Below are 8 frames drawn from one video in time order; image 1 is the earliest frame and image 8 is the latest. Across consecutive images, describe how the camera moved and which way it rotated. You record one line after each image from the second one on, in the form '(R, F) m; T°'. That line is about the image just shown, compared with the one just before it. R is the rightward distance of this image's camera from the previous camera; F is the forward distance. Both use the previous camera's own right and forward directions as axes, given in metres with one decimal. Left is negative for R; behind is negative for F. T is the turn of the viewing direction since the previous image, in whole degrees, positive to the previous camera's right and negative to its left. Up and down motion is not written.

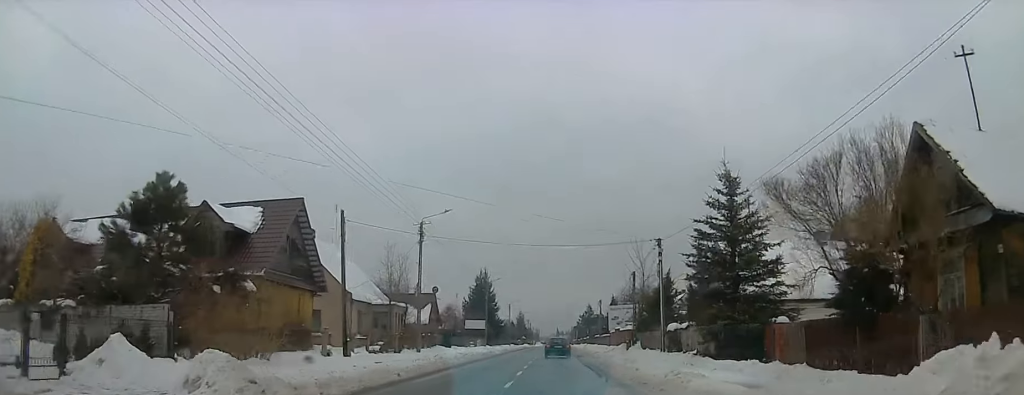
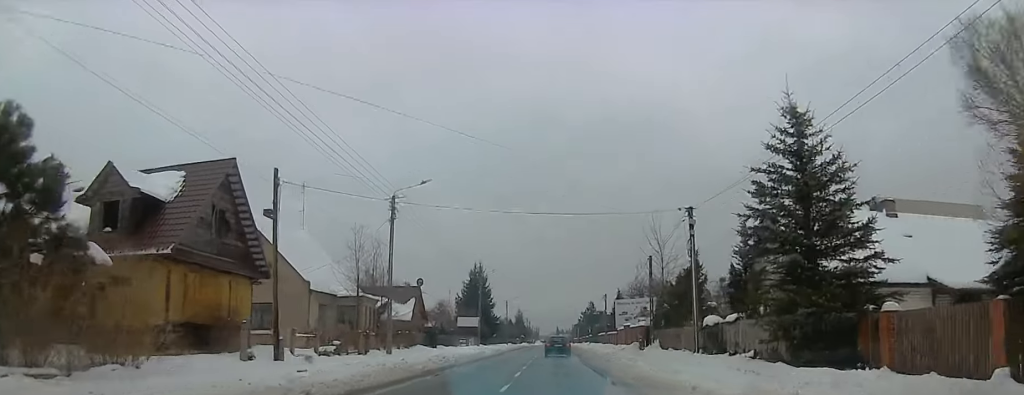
(+0.1, +7.7) m; 0°
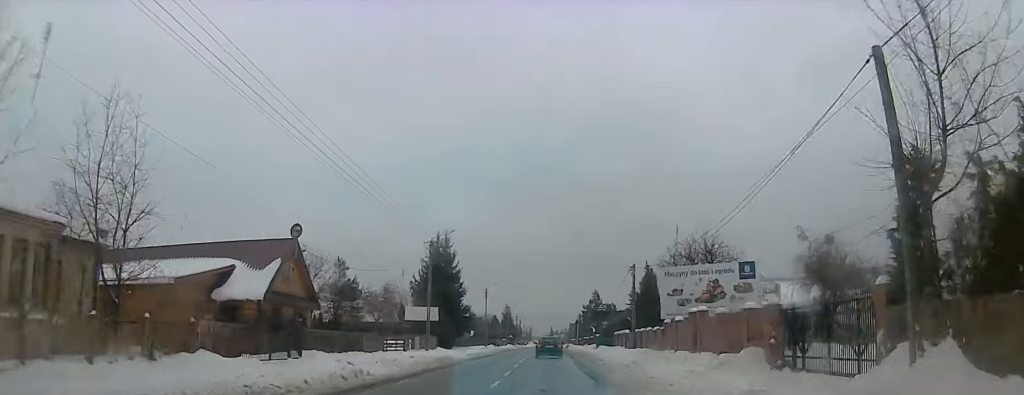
(+0.5, +28.0) m; -1°
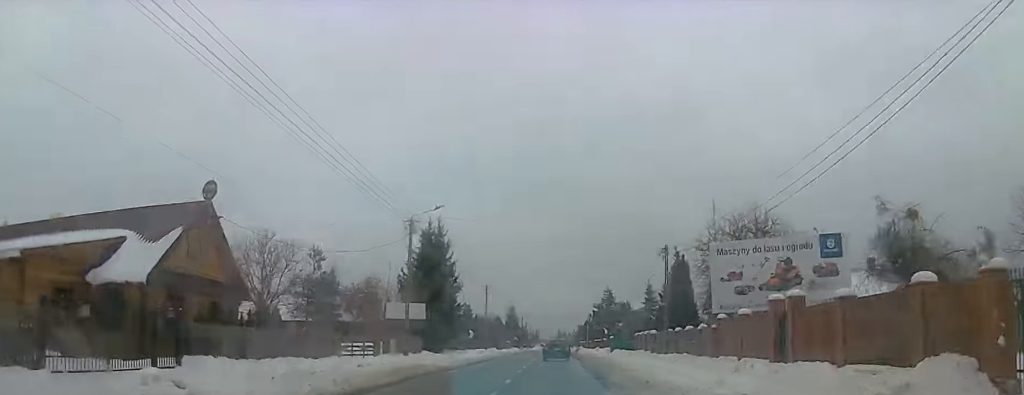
(-0.4, +9.4) m; -3°
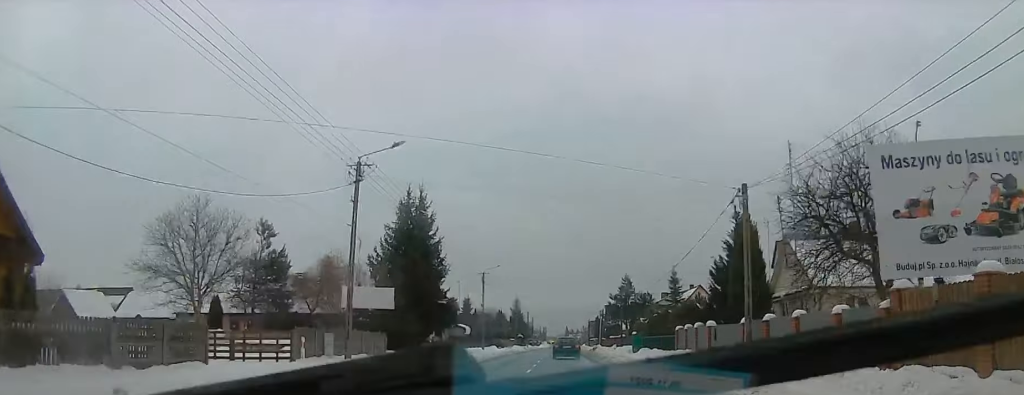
(-0.2, +12.7) m; +4°
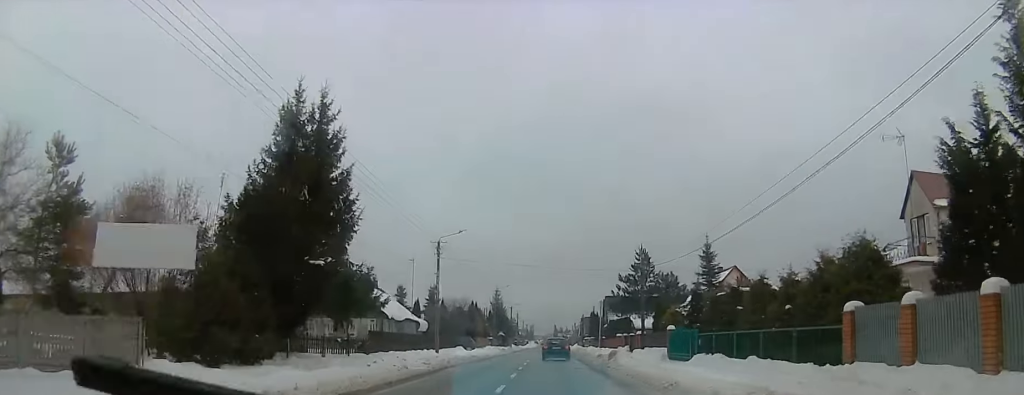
(+0.8, +21.1) m; +1°
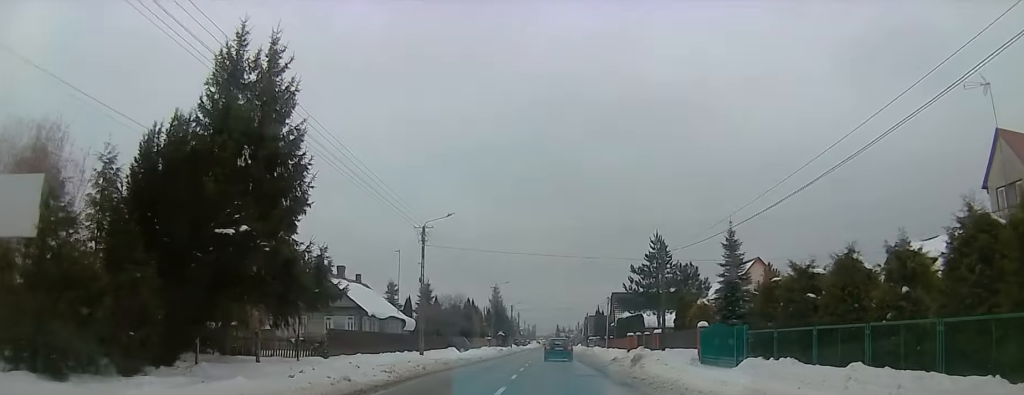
(-0.4, +6.5) m; 0°
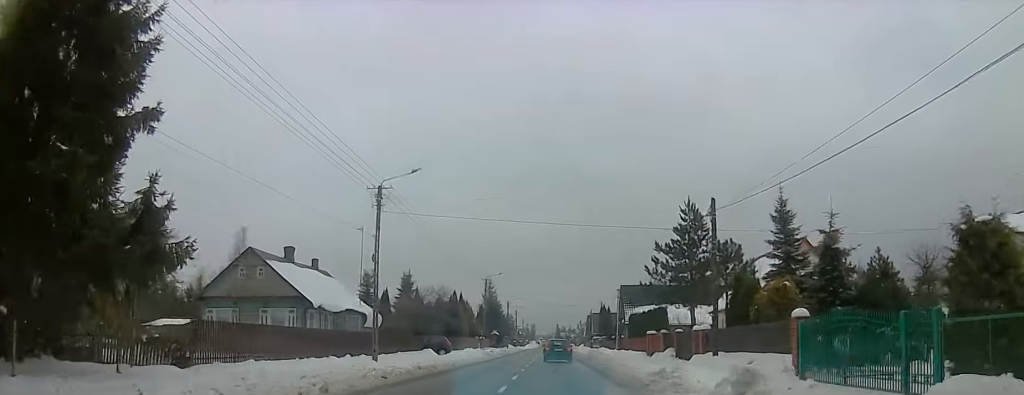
(+0.7, +10.7) m; 0°
